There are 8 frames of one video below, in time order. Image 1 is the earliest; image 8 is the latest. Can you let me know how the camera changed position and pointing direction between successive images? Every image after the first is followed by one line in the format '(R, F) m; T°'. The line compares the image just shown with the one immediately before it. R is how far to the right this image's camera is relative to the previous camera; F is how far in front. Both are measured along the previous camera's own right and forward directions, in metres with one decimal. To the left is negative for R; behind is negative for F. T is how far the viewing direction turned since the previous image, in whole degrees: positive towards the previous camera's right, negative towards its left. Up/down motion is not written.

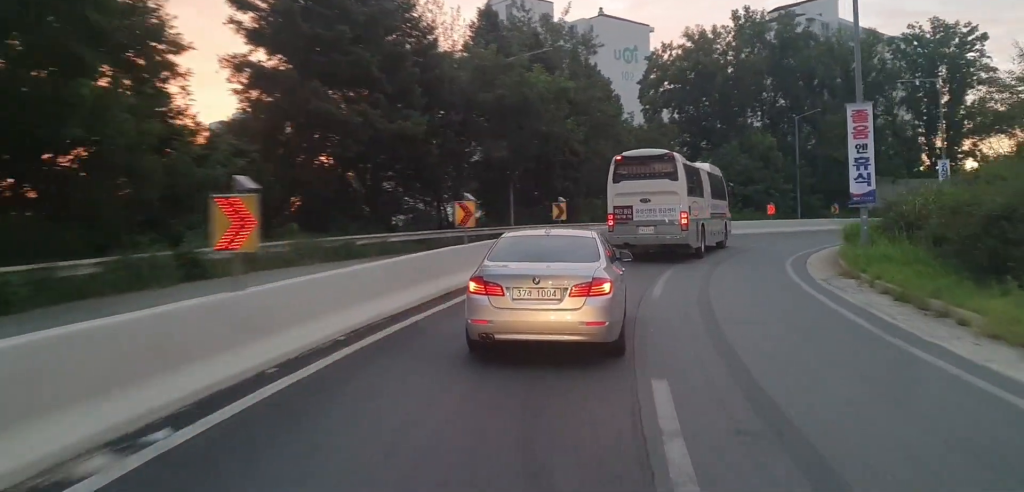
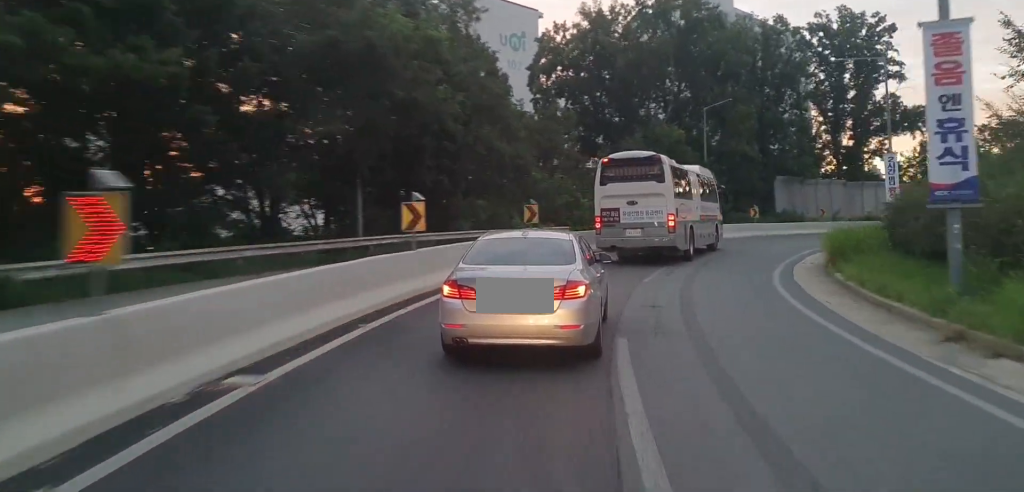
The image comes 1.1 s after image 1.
(+0.3, +11.3) m; +8°
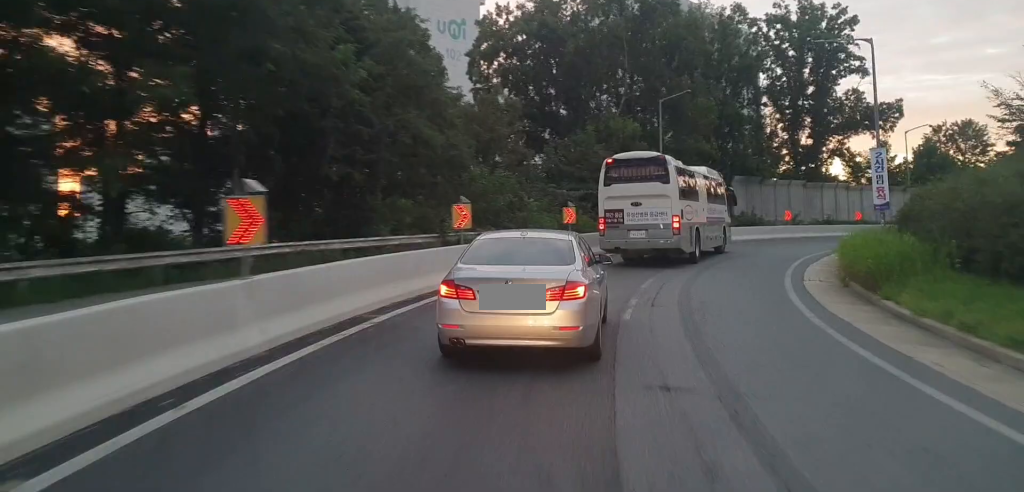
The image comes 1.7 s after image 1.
(+0.5, +6.5) m; +7°
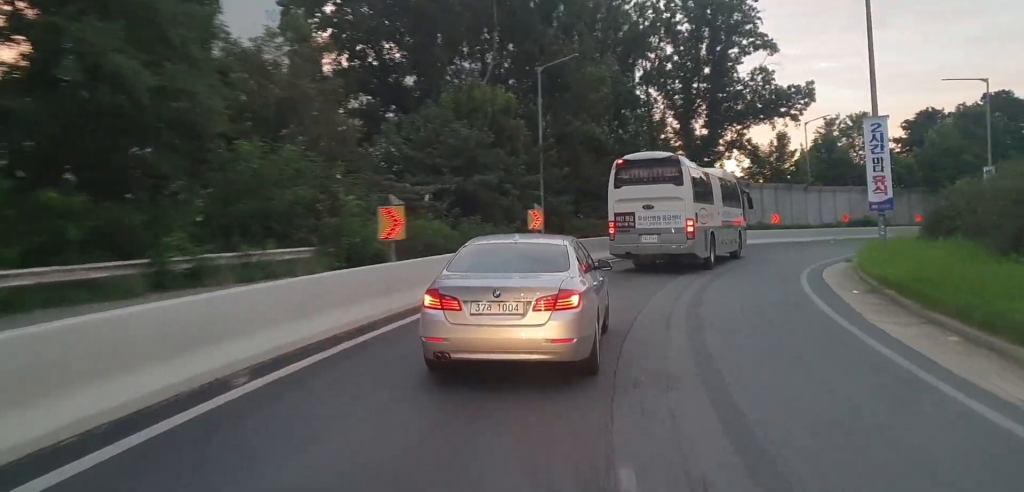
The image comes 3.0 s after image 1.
(+1.6, +14.8) m; +9°
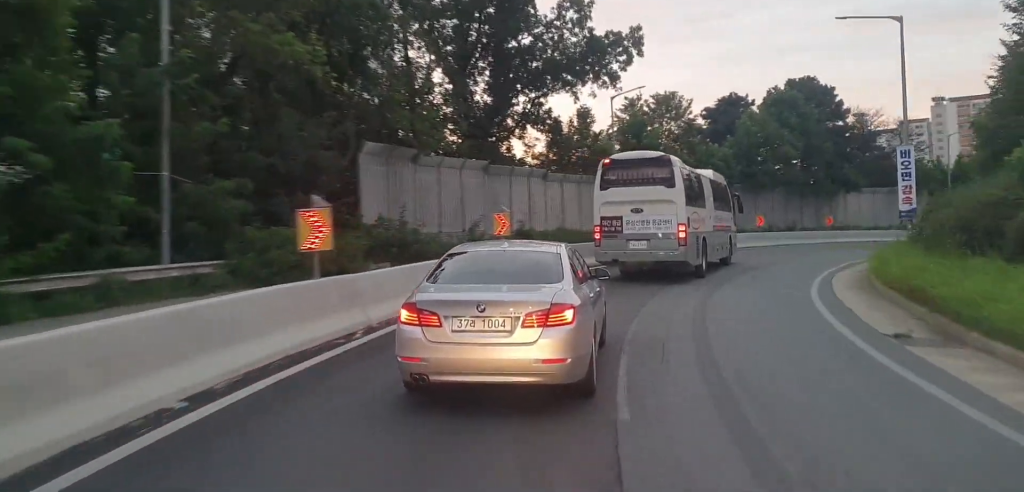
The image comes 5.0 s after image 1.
(+2.3, +21.7) m; +18°
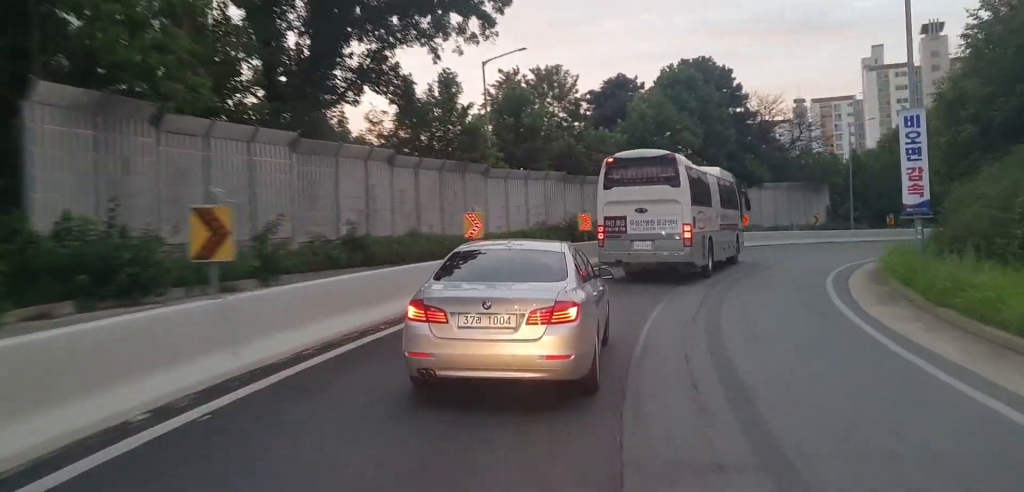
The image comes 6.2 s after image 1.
(+1.4, +12.4) m; +10°
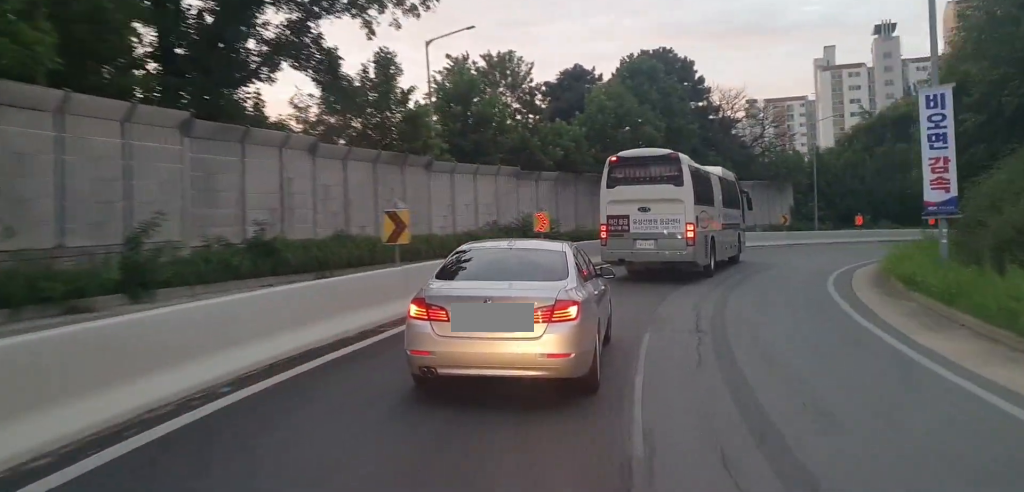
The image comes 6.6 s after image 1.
(0.0, +4.4) m; +4°
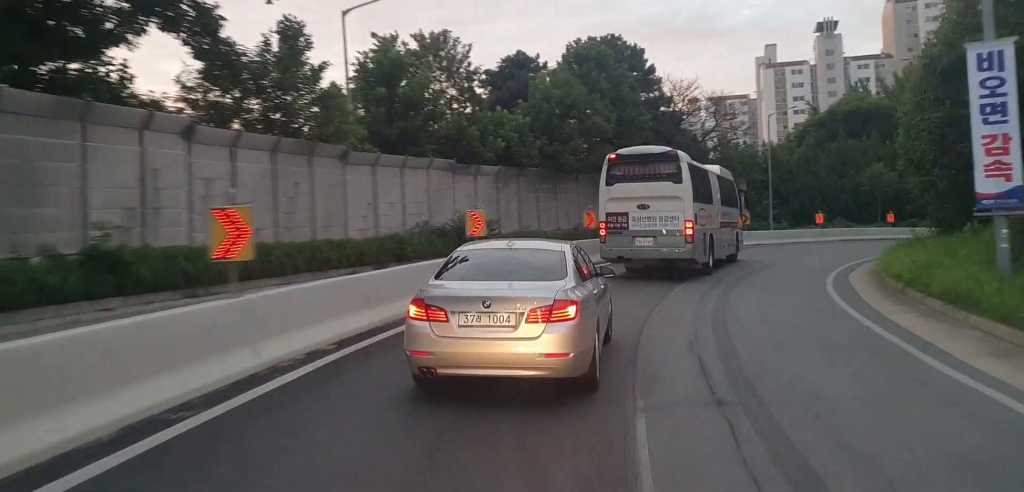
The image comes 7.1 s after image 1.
(+0.1, +5.1) m; +4°
